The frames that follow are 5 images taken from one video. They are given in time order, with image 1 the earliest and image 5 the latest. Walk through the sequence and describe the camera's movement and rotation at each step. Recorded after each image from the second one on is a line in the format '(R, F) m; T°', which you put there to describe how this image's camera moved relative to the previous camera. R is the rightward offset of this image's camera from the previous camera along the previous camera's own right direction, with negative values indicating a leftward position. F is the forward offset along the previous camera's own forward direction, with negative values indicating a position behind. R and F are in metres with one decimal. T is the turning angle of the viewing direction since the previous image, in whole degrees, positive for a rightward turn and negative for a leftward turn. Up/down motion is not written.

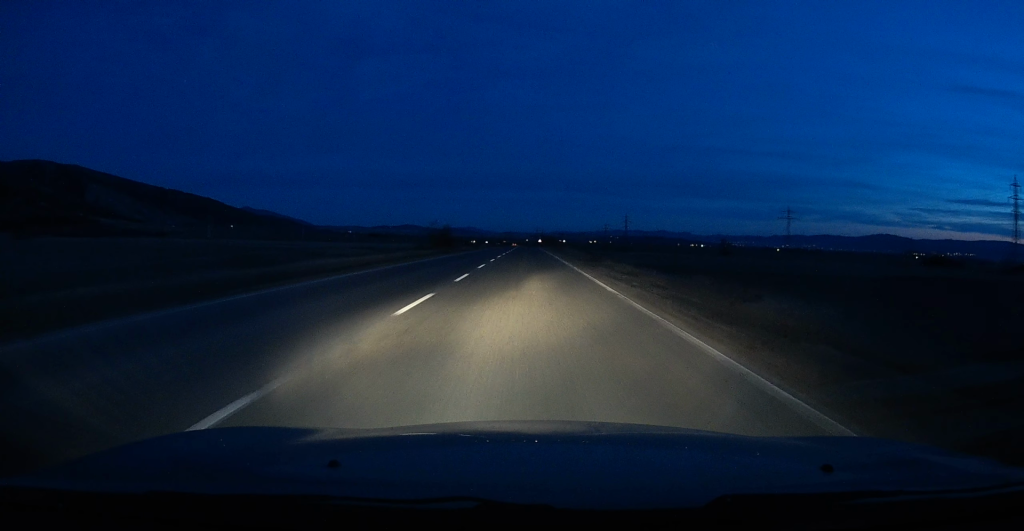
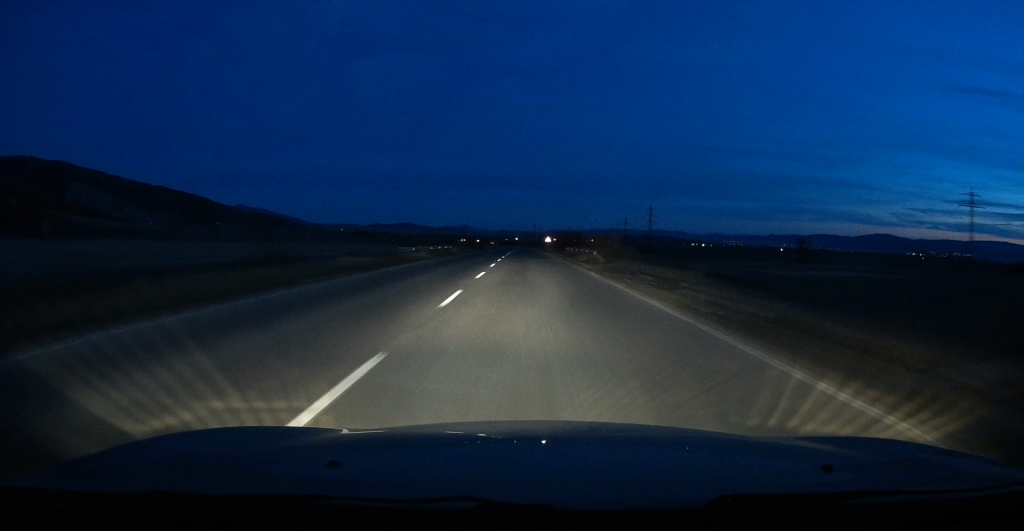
(-0.8, +97.7) m; 0°
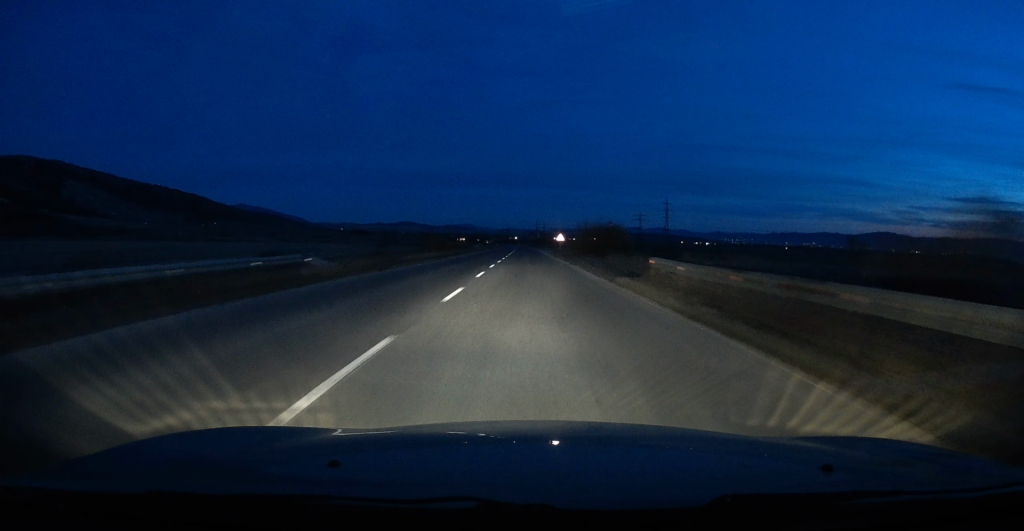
(+0.2, +36.7) m; +1°
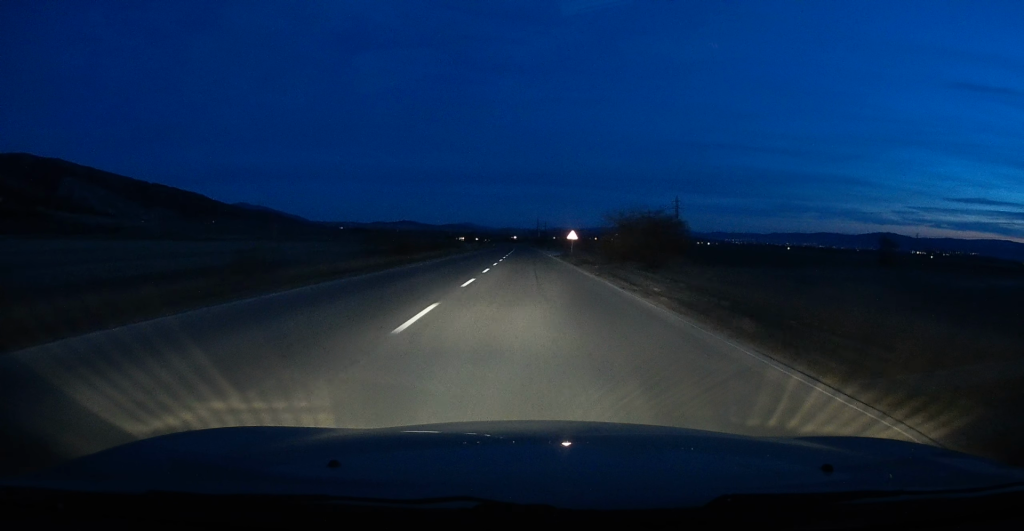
(0.0, +19.6) m; 0°
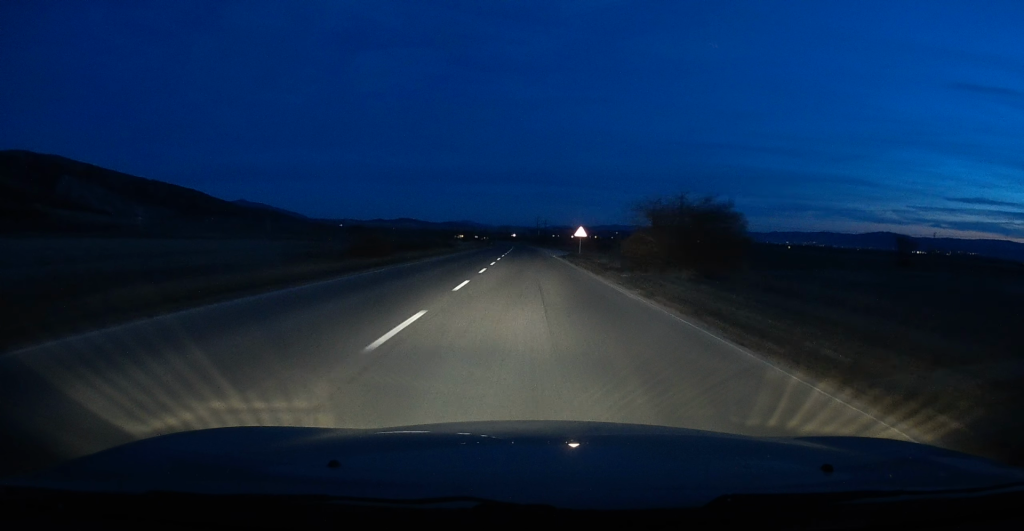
(0.0, +9.0) m; 0°
